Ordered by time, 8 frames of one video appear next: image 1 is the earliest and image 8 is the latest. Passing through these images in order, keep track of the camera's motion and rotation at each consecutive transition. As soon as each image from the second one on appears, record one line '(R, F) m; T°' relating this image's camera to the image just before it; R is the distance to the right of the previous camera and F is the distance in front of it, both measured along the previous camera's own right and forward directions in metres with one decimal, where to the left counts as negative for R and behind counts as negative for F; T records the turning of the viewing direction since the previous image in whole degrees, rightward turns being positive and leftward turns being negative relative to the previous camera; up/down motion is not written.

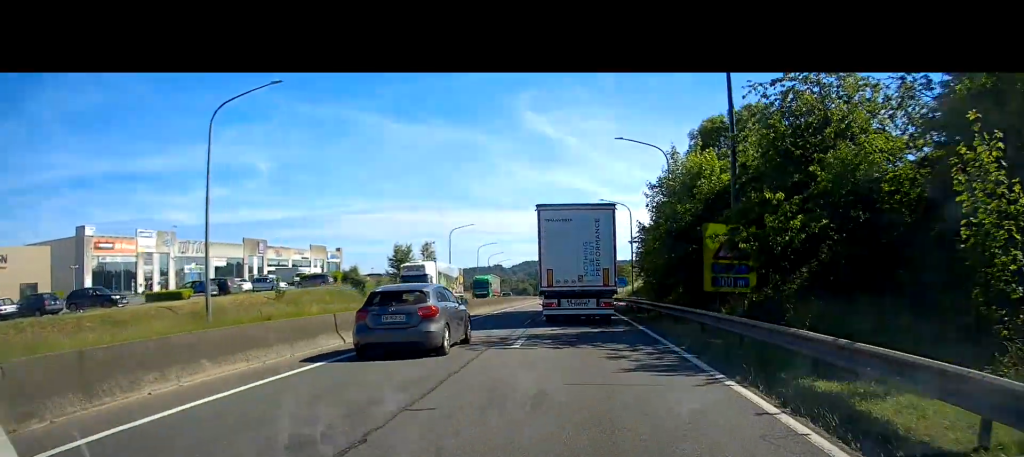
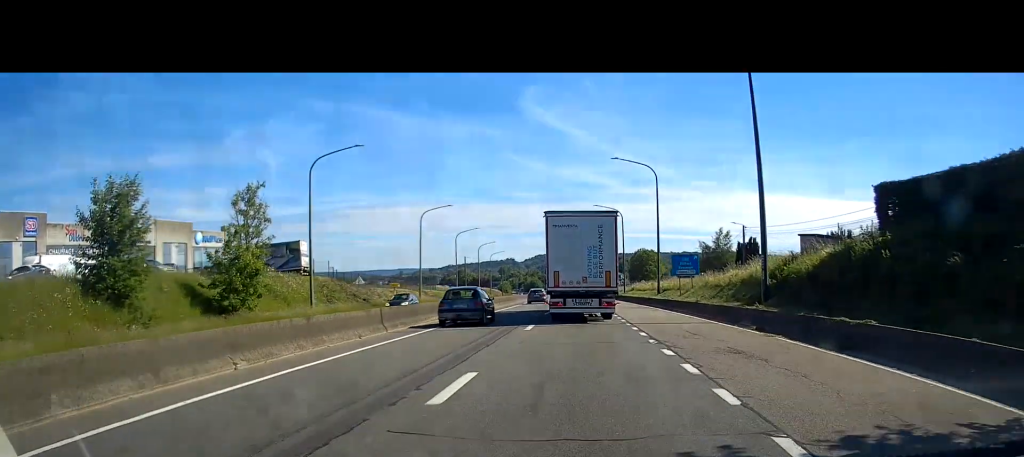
(-0.4, +58.5) m; -1°
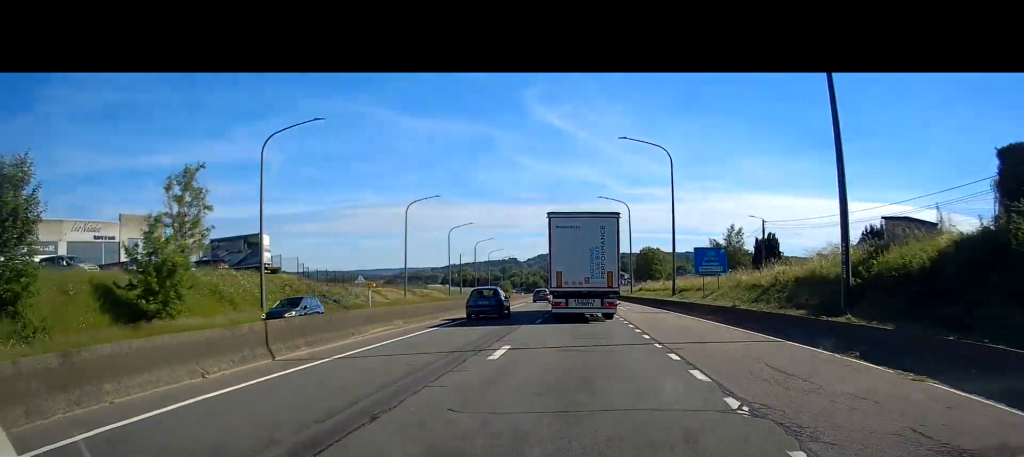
(-0.1, +8.3) m; 0°
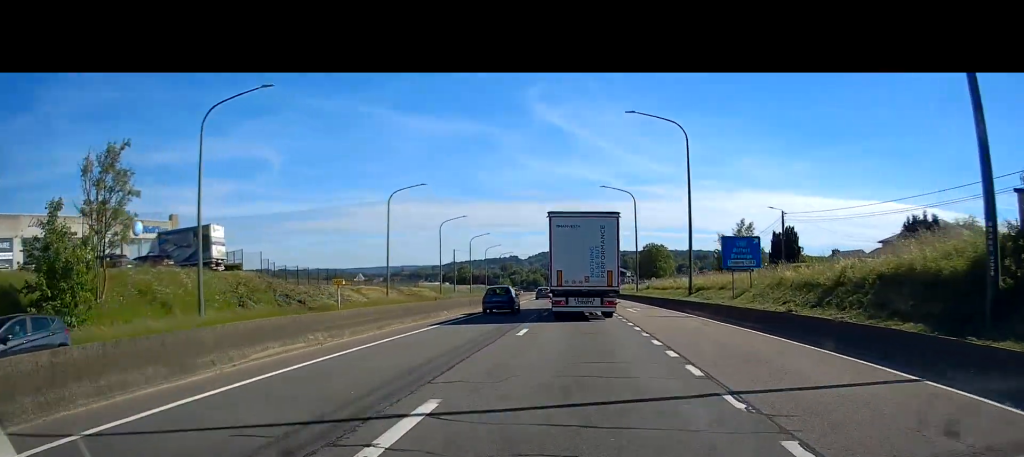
(0.0, +7.4) m; 0°
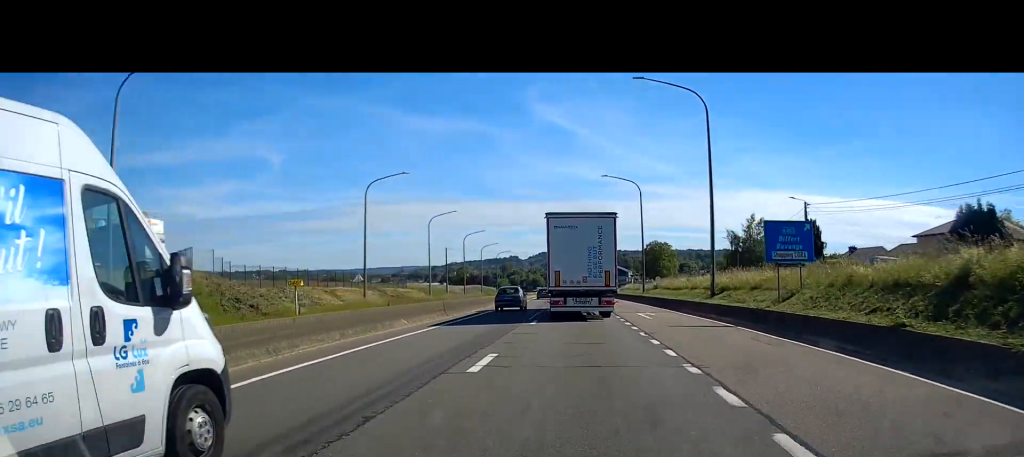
(0.0, +7.4) m; 0°
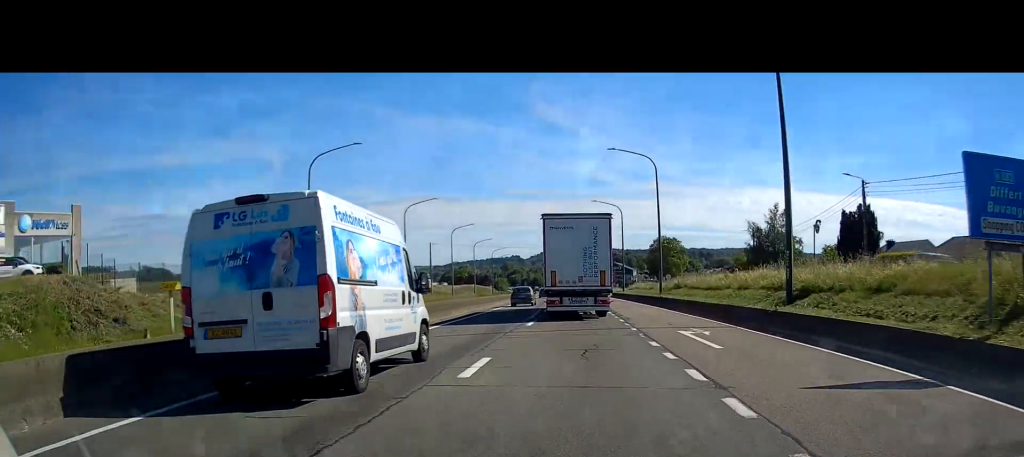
(0.0, +13.6) m; 0°
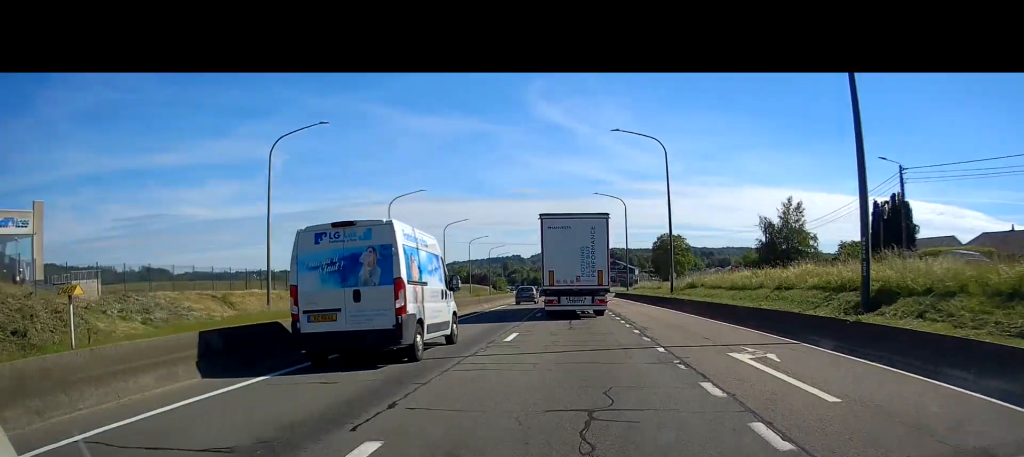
(0.0, +6.6) m; 0°
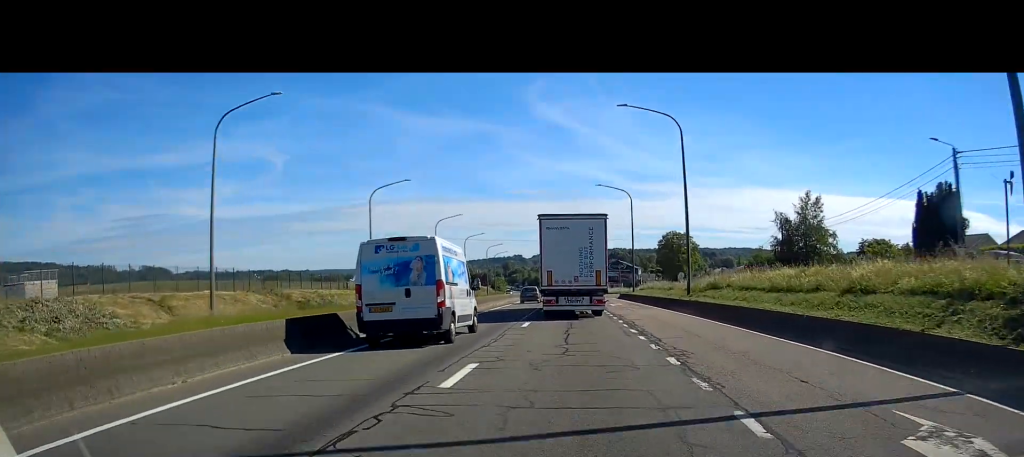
(0.0, +7.2) m; 0°
